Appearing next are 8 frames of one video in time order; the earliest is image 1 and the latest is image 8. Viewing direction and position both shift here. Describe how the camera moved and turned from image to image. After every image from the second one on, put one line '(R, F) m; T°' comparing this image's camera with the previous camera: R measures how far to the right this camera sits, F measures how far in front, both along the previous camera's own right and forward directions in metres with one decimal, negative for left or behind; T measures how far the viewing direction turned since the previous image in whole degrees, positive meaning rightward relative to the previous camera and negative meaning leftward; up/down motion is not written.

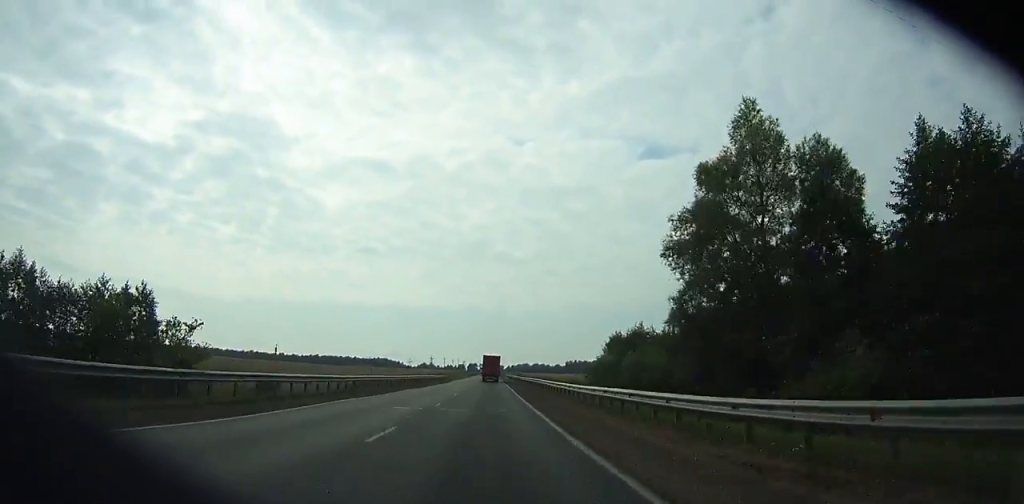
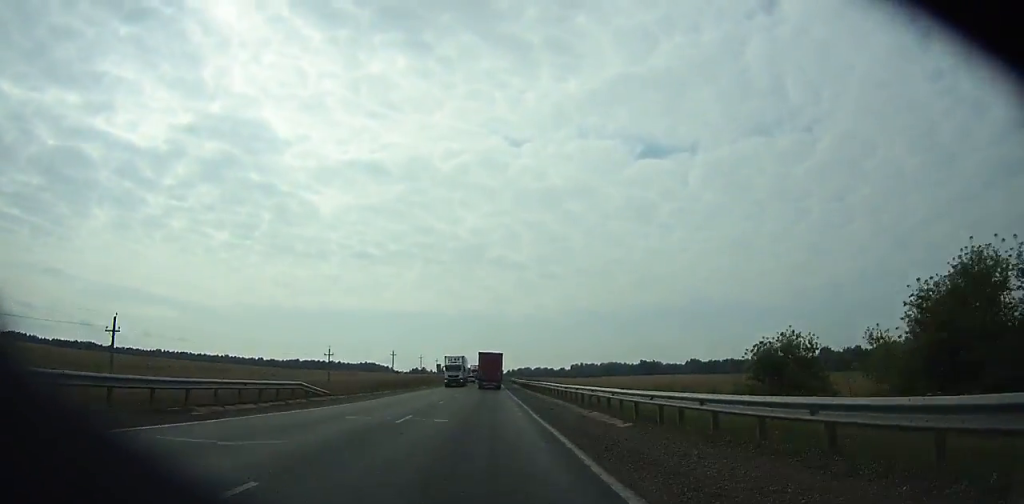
(+0.1, +80.7) m; 0°
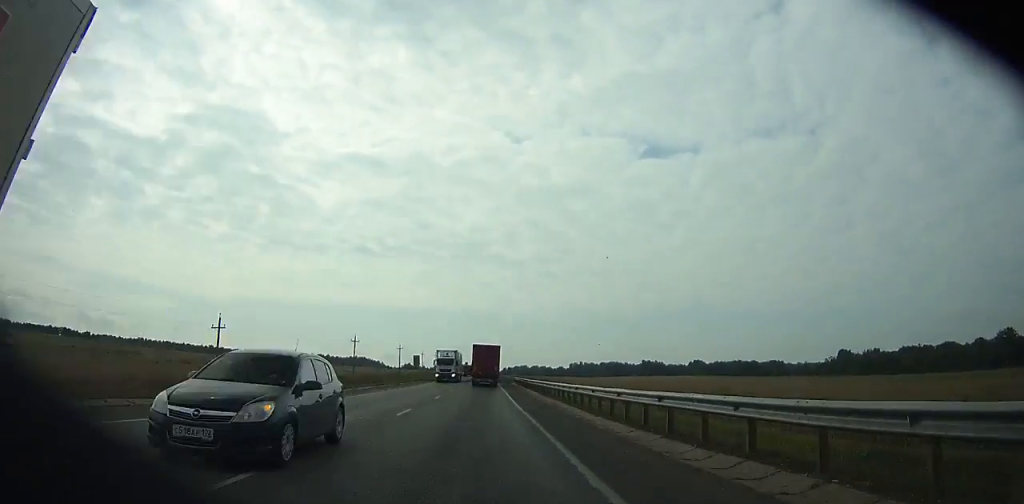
(0.0, +36.7) m; 0°
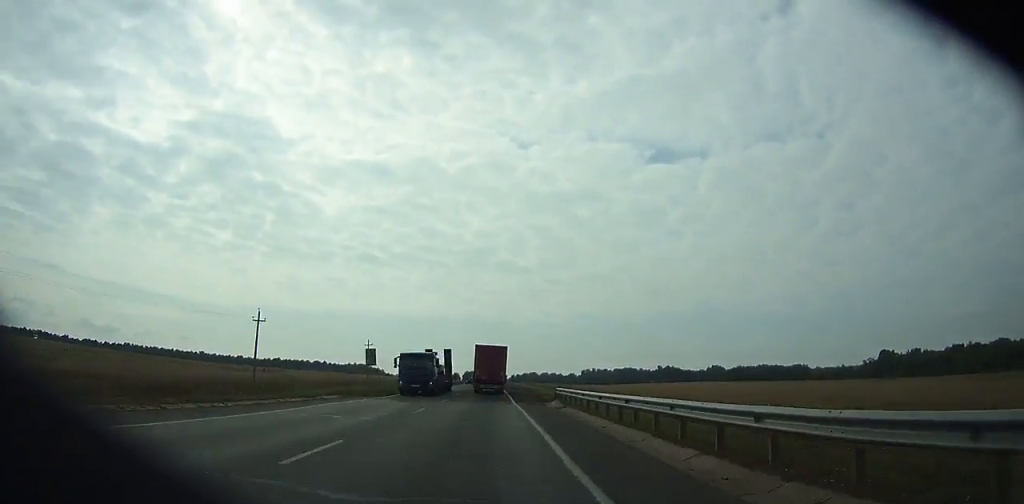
(+0.1, +47.8) m; 0°
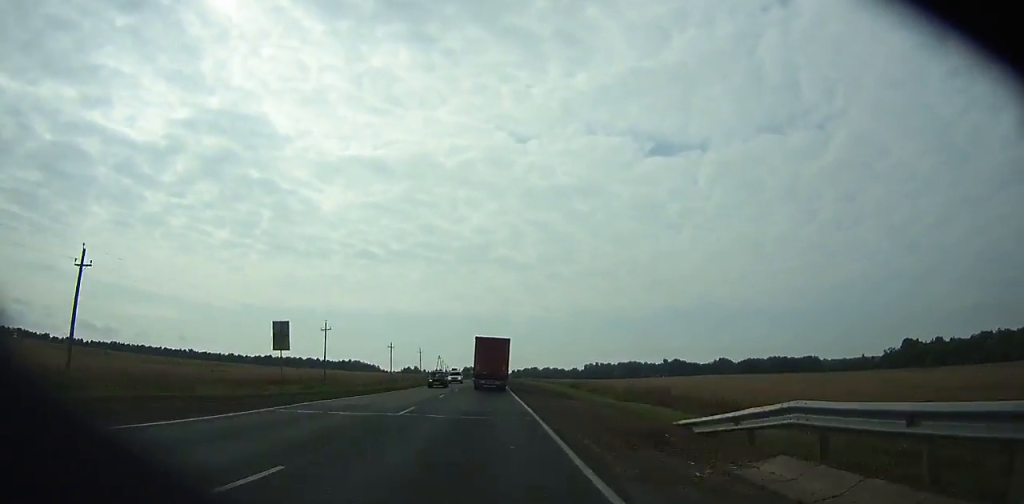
(-0.1, +27.4) m; 0°
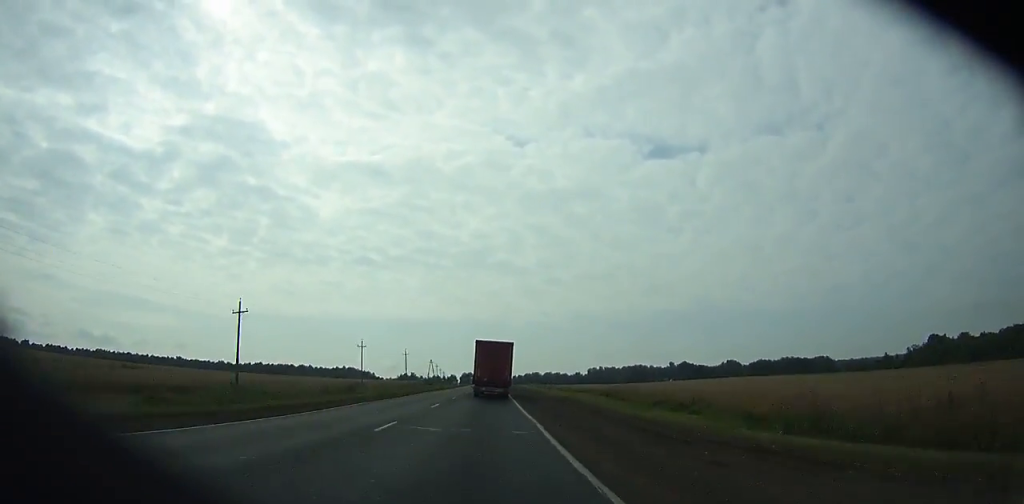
(0.0, +27.1) m; 0°
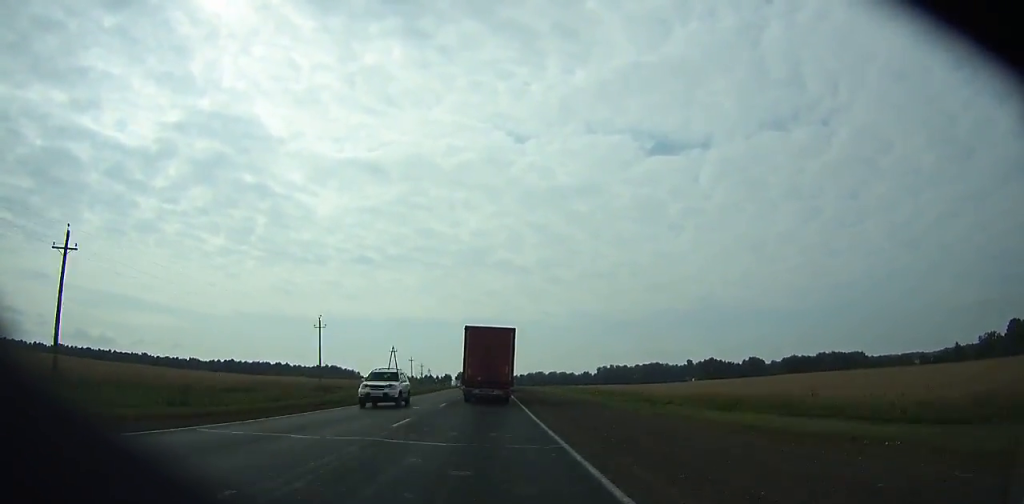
(0.0, +69.7) m; 0°
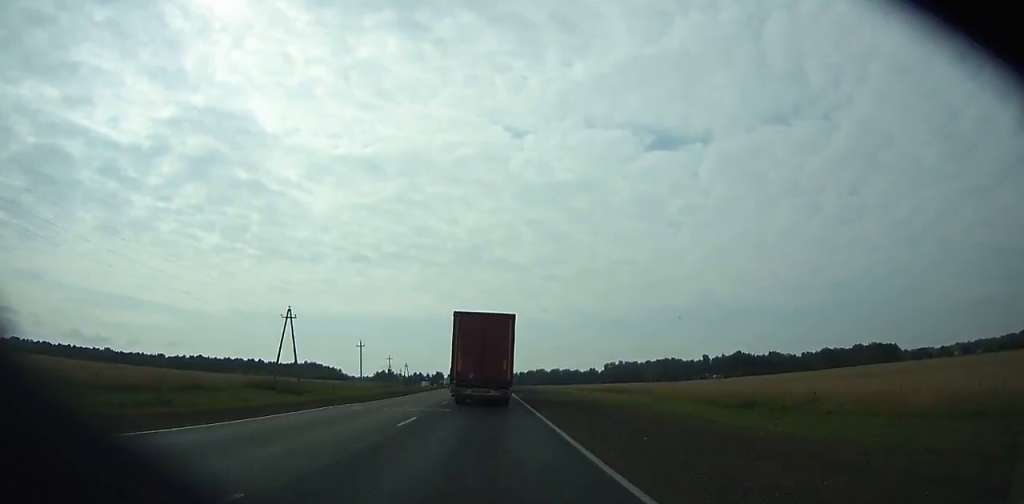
(-0.1, +60.7) m; 0°
